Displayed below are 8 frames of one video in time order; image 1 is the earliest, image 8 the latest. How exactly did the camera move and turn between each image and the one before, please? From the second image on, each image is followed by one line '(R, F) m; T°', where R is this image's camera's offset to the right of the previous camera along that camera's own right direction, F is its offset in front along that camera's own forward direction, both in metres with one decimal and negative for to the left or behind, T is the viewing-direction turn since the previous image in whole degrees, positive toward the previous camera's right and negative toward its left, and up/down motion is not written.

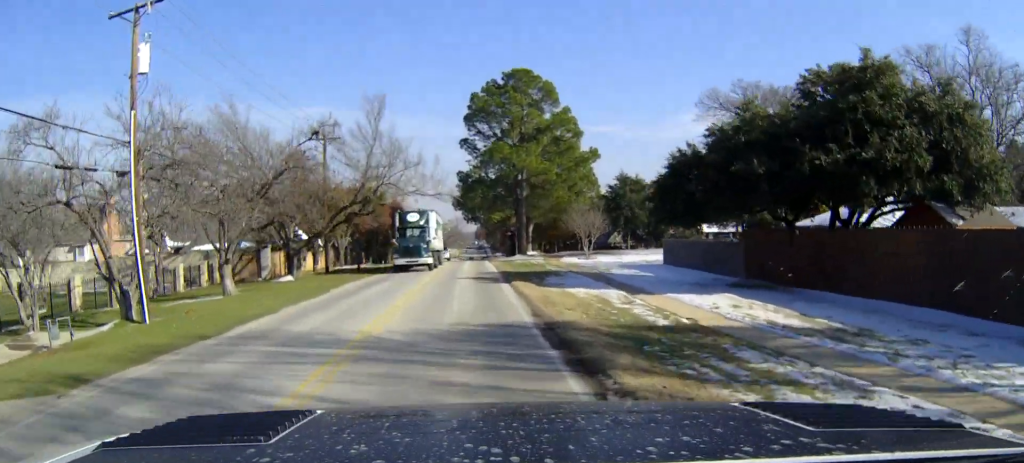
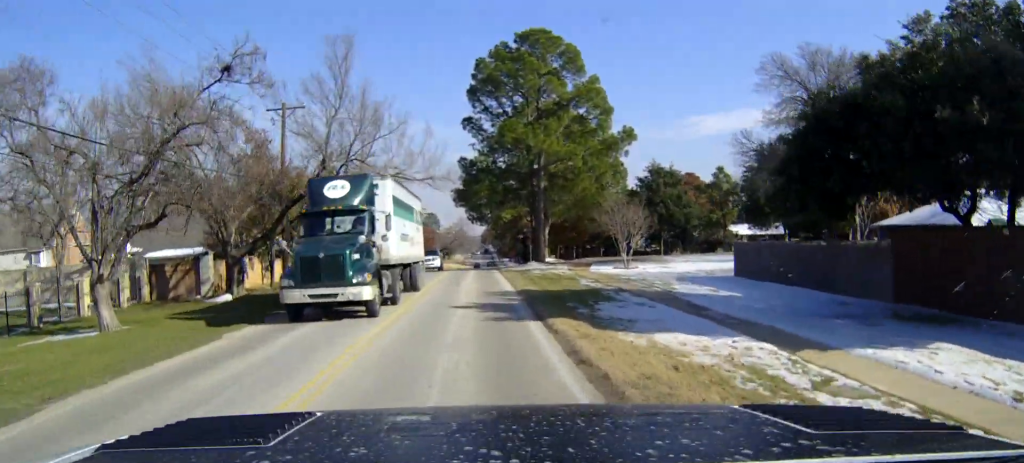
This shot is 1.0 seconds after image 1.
(0.0, +13.3) m; 0°
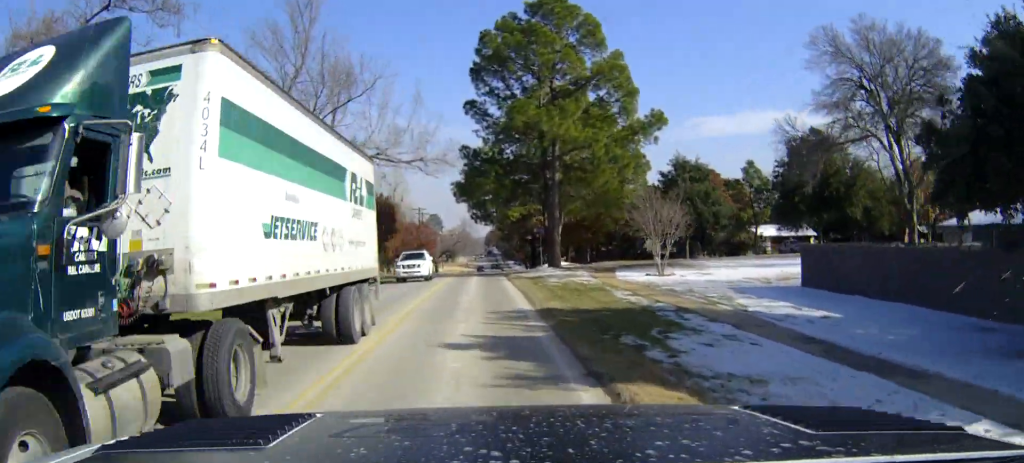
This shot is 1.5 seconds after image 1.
(-0.1, +7.9) m; 0°
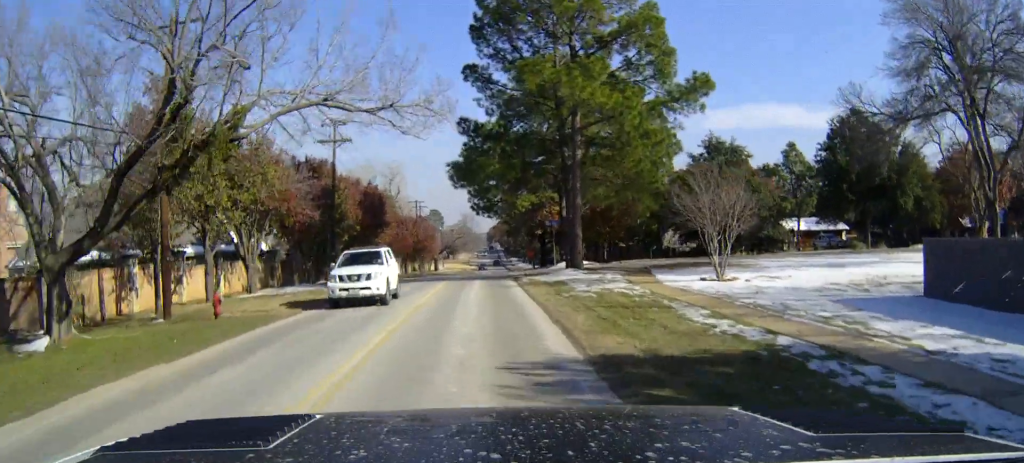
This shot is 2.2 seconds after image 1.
(0.0, +9.3) m; 0°
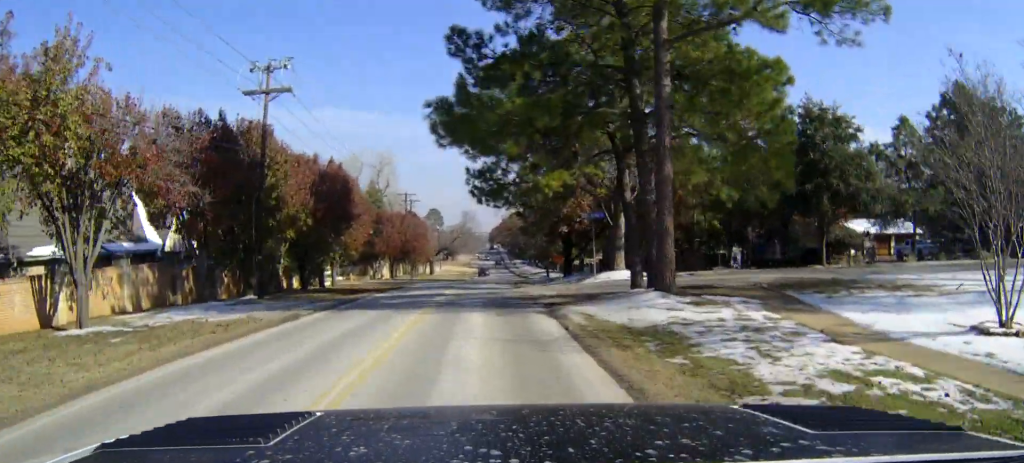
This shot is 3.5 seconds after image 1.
(0.0, +18.2) m; 0°
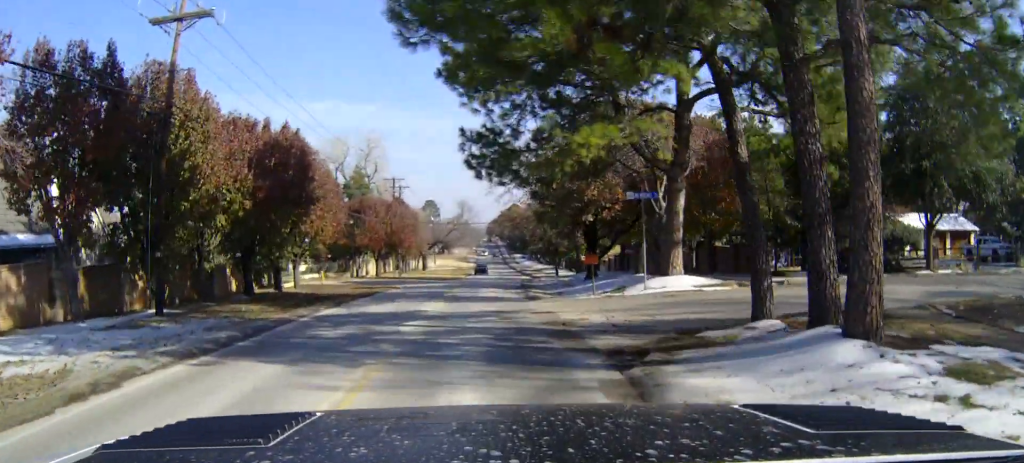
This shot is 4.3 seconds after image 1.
(0.0, +12.0) m; 0°
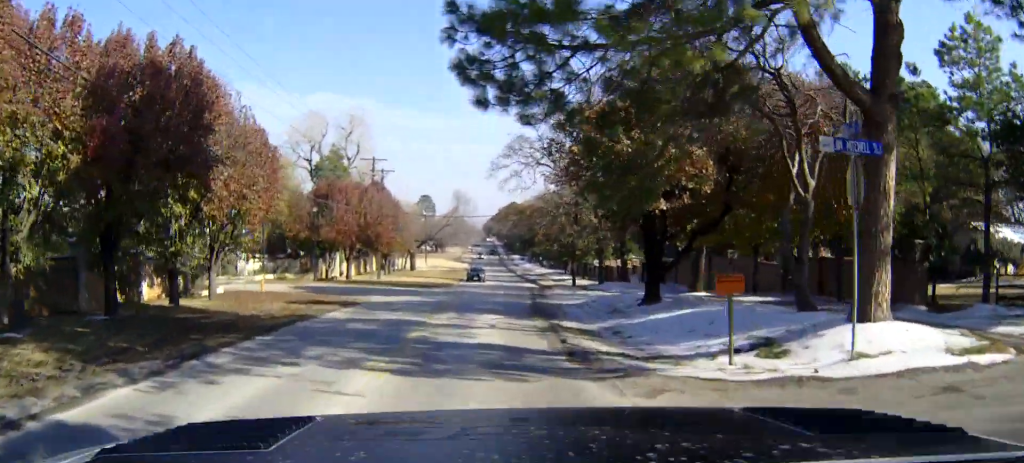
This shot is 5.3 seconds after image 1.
(-0.1, +15.7) m; +1°
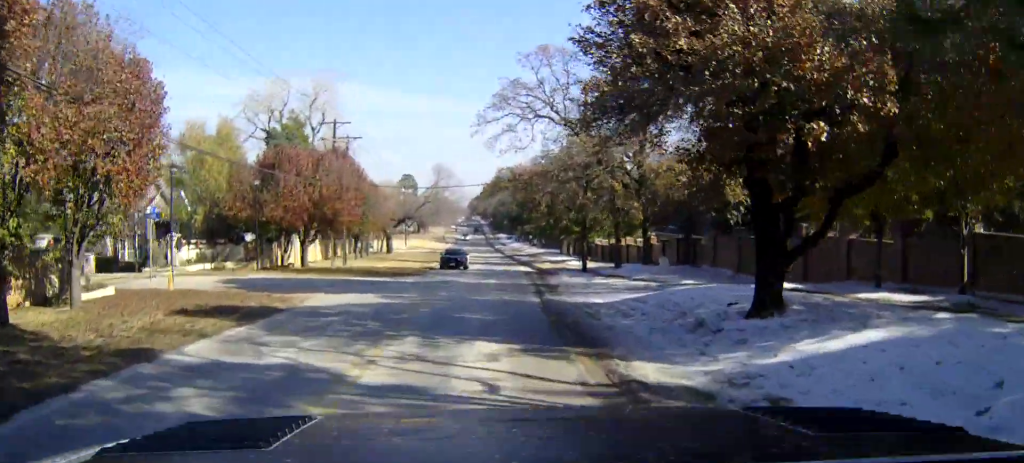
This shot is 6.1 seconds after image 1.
(+0.1, +12.3) m; +1°
